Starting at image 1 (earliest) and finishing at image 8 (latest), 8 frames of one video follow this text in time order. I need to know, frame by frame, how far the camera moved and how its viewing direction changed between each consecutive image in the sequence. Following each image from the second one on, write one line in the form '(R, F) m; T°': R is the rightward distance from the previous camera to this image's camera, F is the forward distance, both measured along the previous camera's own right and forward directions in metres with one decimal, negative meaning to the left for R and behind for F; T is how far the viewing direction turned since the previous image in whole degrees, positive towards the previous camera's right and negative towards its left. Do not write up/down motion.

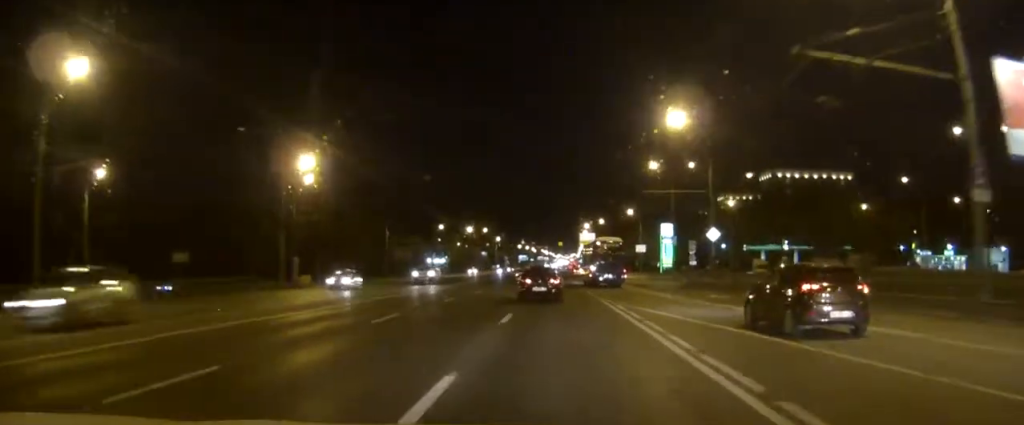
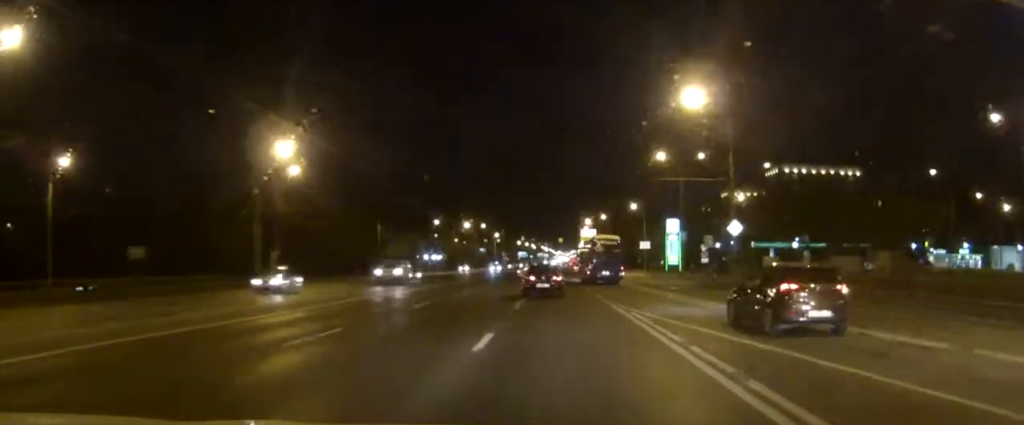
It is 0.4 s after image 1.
(0.0, +6.5) m; 0°
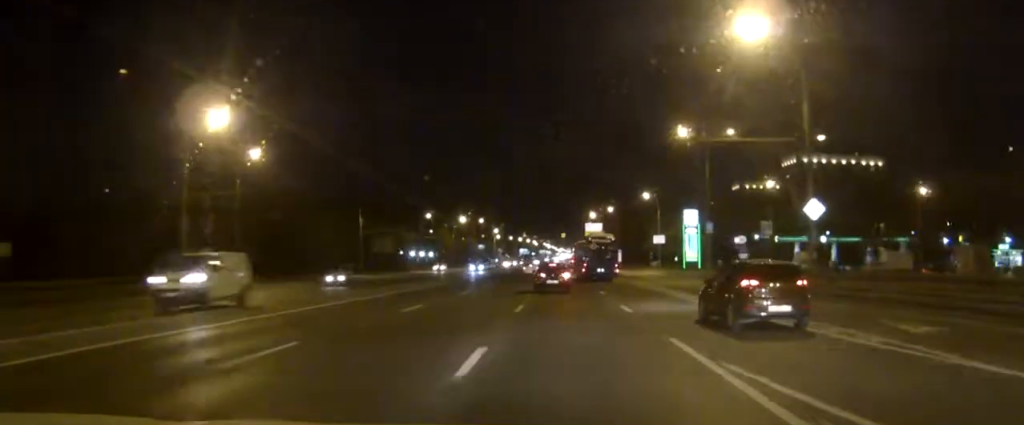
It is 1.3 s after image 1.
(+0.1, +14.6) m; 0°
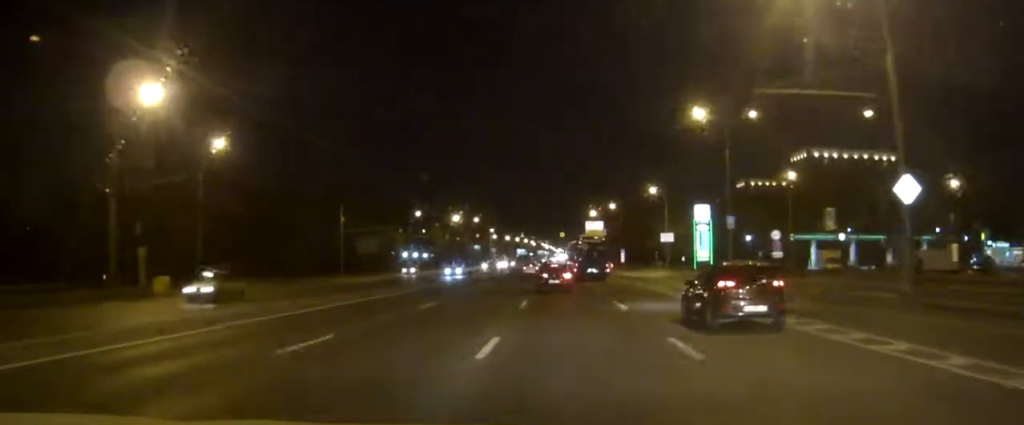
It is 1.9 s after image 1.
(0.0, +9.7) m; 0°
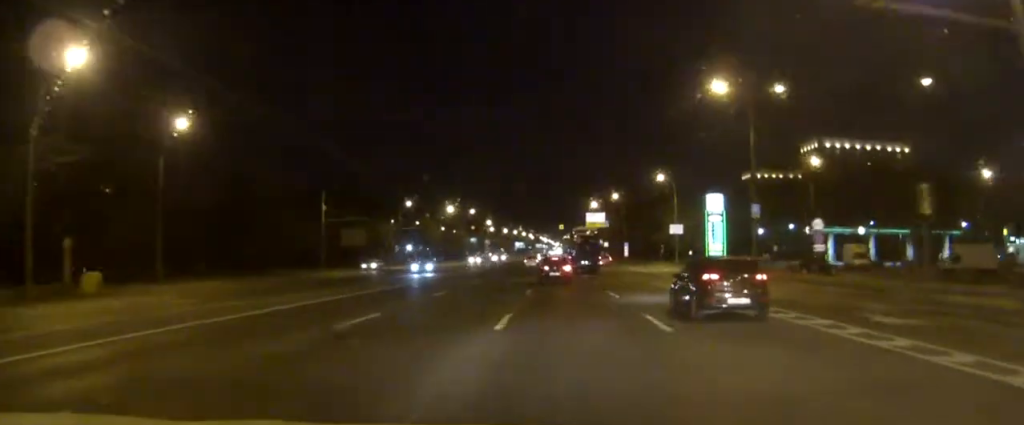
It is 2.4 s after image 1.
(0.0, +8.7) m; 0°
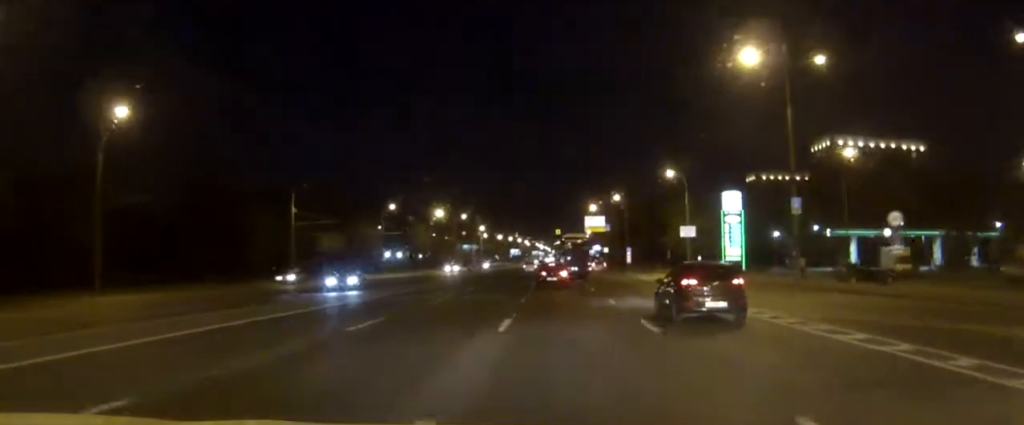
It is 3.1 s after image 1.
(+0.1, +10.9) m; 0°
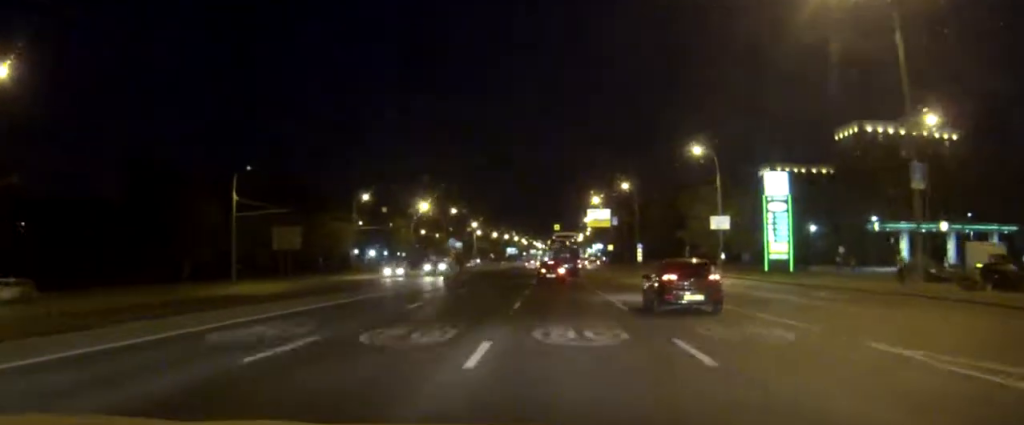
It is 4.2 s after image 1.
(+0.1, +17.5) m; 0°
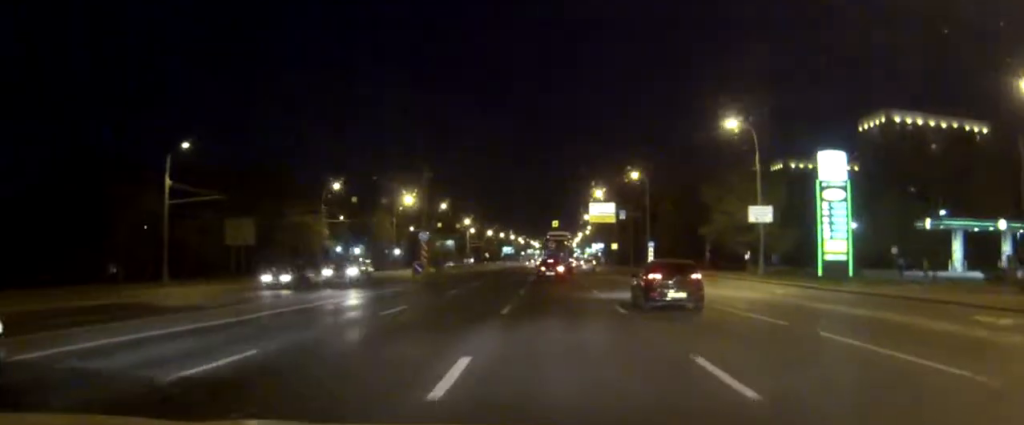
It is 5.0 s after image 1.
(0.0, +14.2) m; 0°
